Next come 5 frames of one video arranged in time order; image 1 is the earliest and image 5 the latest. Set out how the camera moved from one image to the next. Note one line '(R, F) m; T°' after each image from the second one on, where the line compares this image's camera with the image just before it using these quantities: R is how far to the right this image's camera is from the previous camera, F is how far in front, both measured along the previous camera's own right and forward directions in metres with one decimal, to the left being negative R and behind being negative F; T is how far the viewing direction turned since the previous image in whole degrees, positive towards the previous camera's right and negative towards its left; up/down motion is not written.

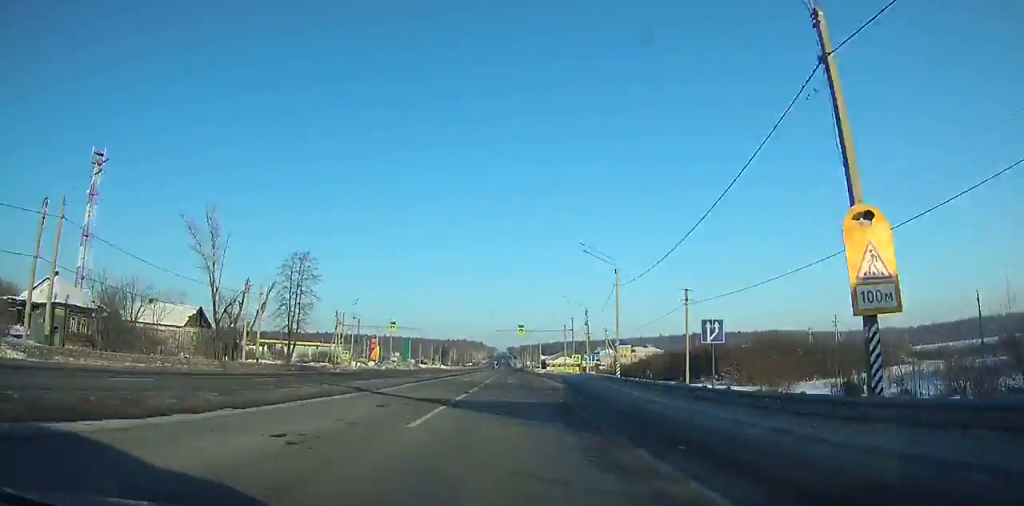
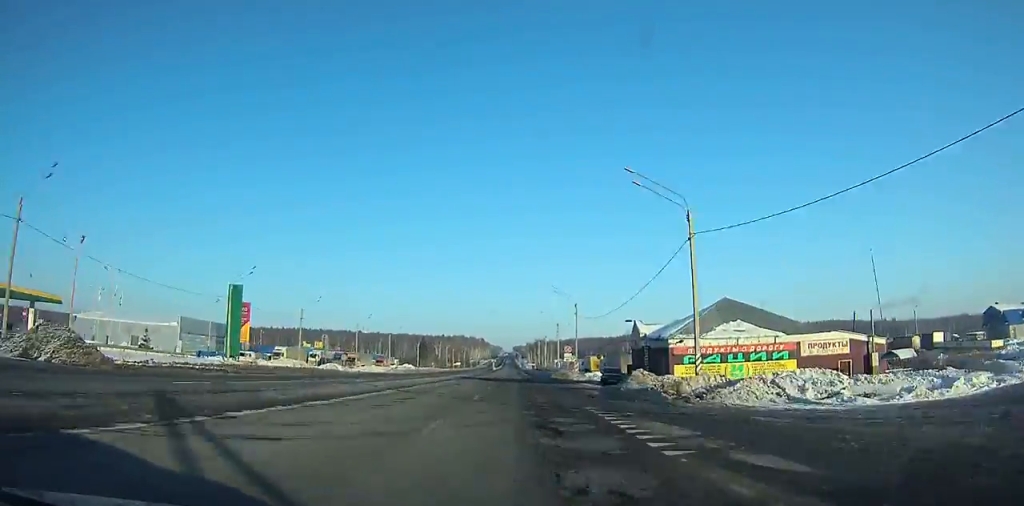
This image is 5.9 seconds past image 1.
(-0.9, +129.6) m; -1°
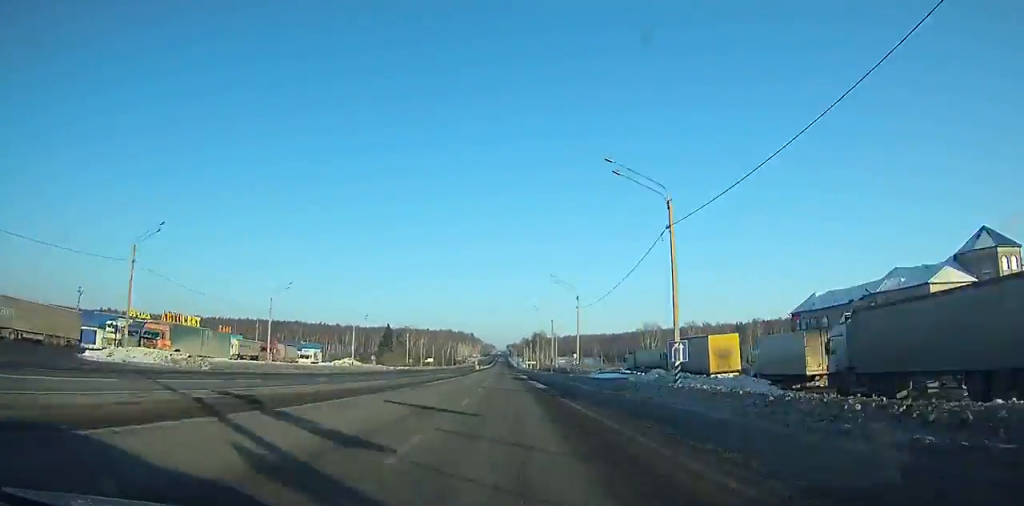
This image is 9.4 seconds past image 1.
(+0.2, +75.8) m; 0°
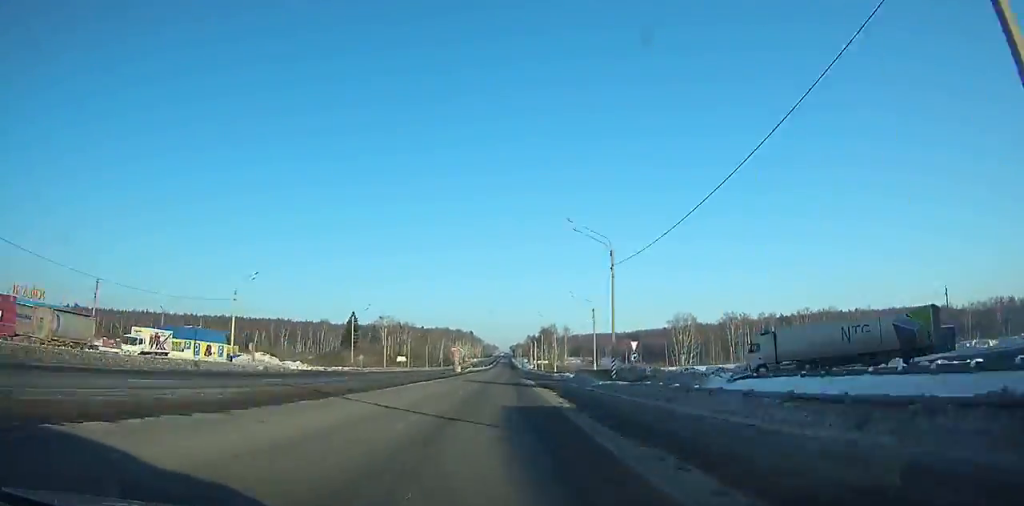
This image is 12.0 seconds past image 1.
(-0.1, +57.3) m; 0°
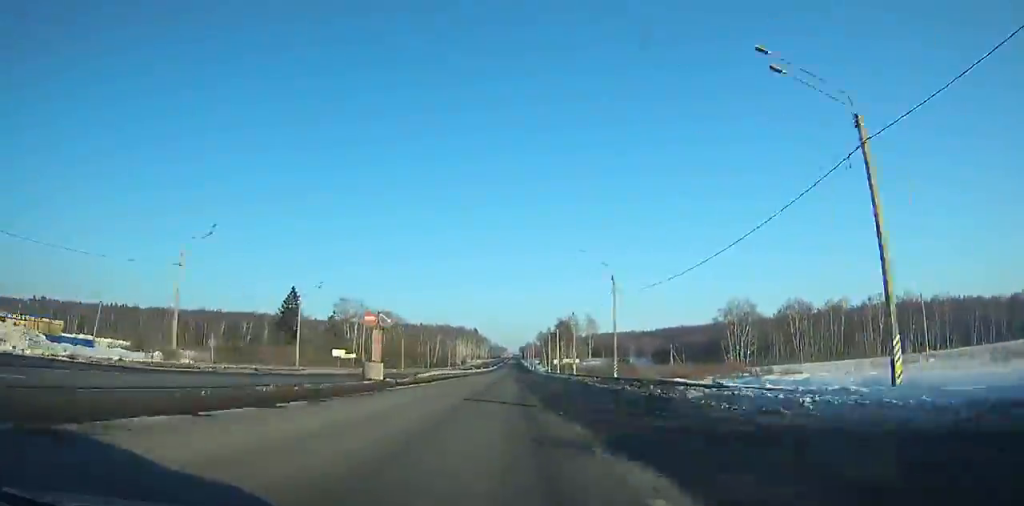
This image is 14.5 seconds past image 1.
(-0.3, +56.2) m; 0°
